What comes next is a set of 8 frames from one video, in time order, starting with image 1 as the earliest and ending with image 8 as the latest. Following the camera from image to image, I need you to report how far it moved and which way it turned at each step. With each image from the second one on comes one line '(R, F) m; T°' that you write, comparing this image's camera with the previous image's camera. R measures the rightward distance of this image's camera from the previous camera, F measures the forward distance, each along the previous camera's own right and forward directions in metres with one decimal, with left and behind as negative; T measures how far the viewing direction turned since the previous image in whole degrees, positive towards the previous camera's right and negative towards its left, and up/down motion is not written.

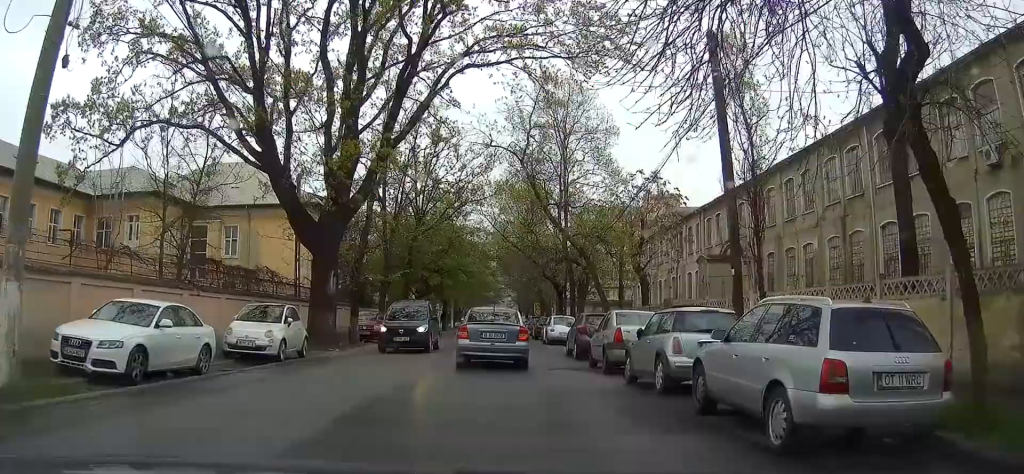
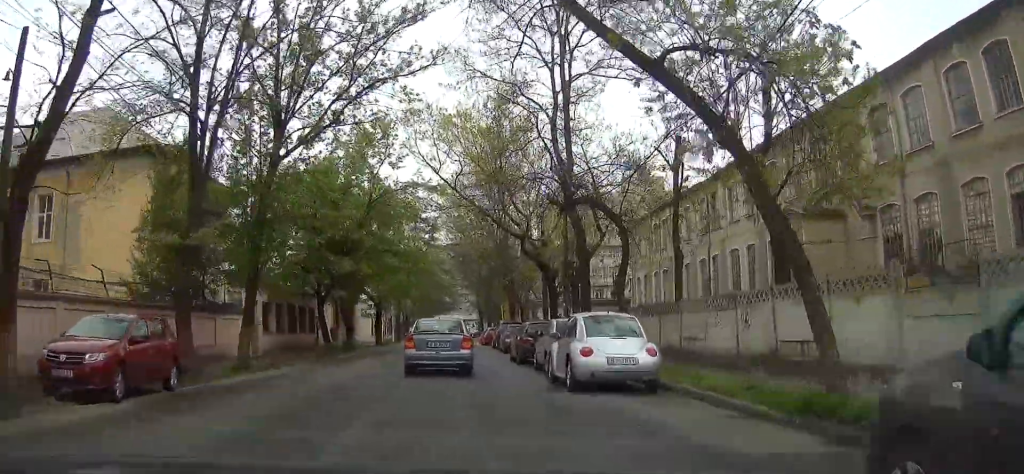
(-0.1, +23.2) m; +1°
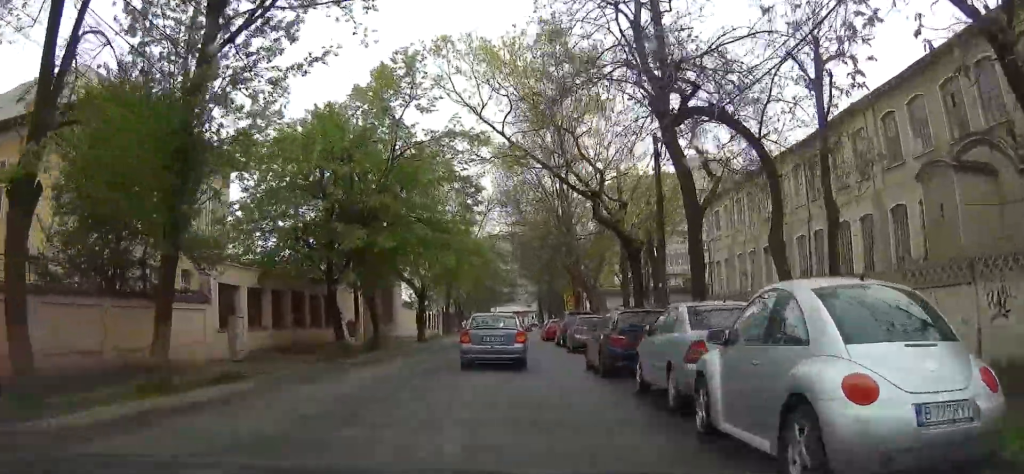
(0.0, +9.0) m; -1°
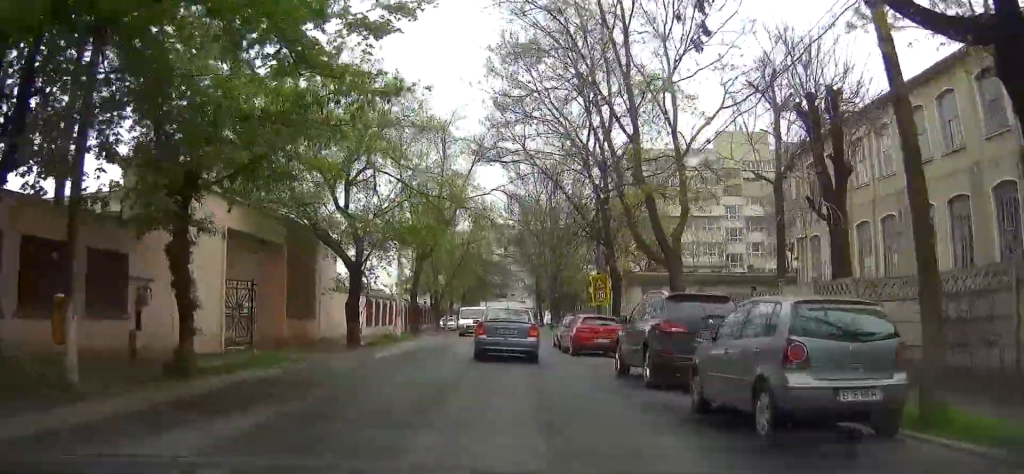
(-0.5, +20.9) m; -2°
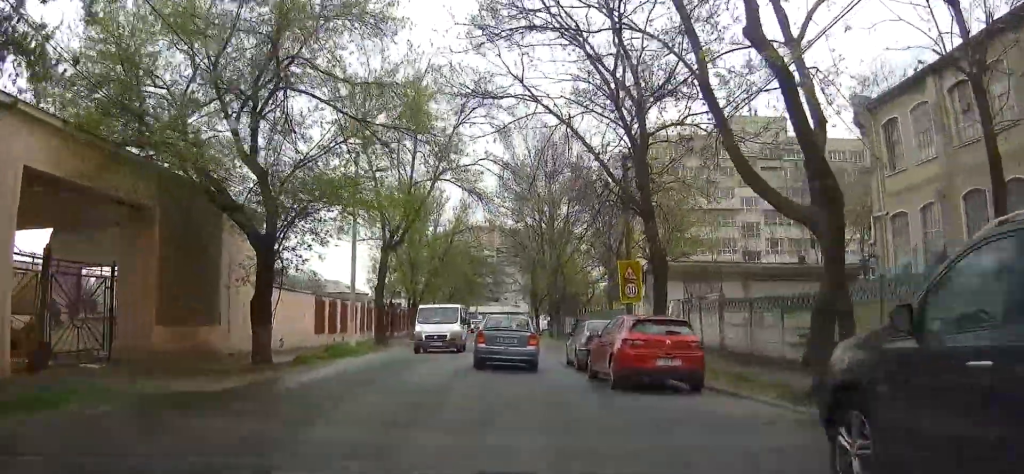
(0.0, +10.3) m; +1°
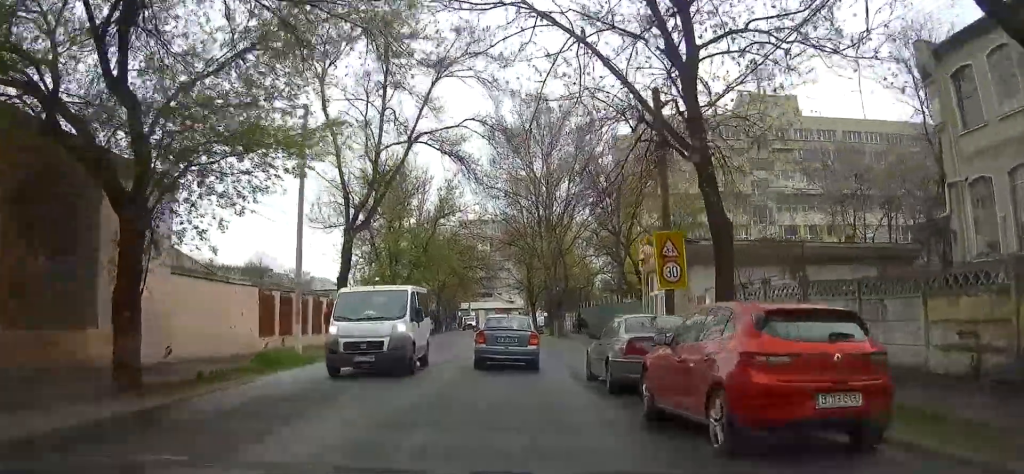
(0.0, +7.0) m; 0°
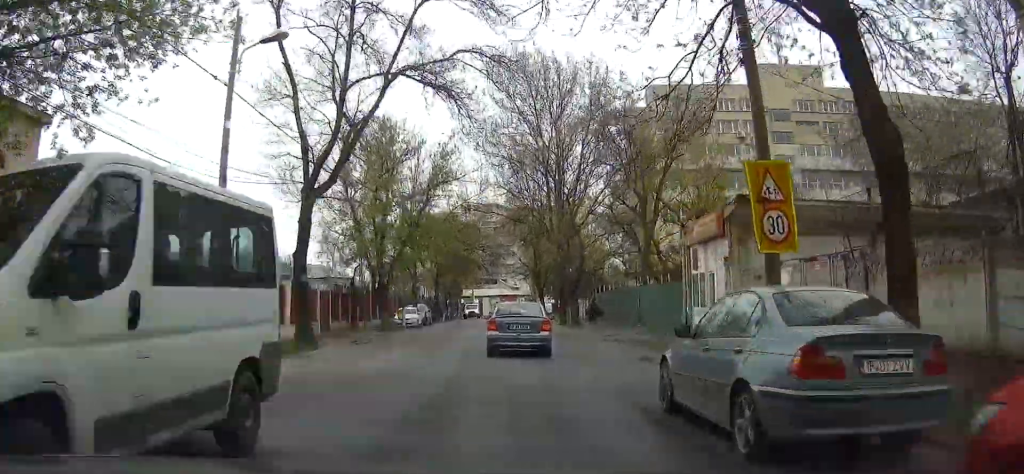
(0.0, +7.0) m; 0°
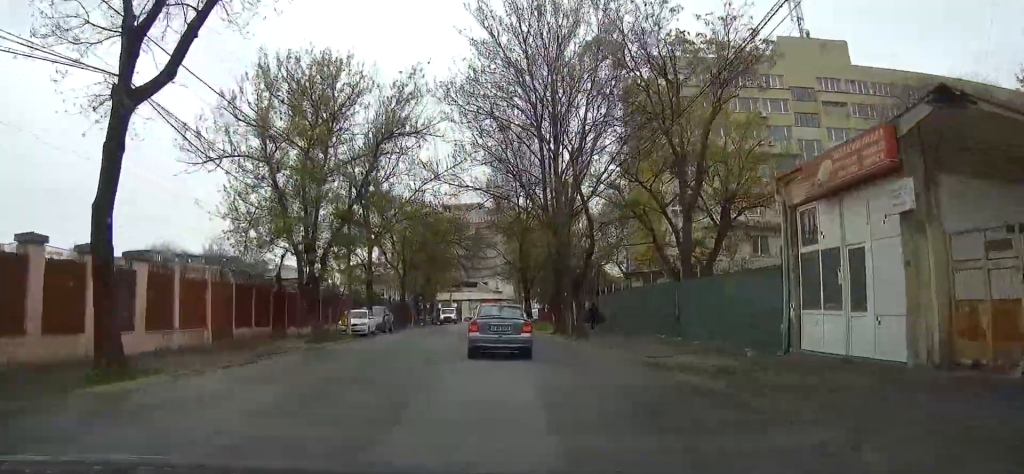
(0.0, +11.8) m; 0°
